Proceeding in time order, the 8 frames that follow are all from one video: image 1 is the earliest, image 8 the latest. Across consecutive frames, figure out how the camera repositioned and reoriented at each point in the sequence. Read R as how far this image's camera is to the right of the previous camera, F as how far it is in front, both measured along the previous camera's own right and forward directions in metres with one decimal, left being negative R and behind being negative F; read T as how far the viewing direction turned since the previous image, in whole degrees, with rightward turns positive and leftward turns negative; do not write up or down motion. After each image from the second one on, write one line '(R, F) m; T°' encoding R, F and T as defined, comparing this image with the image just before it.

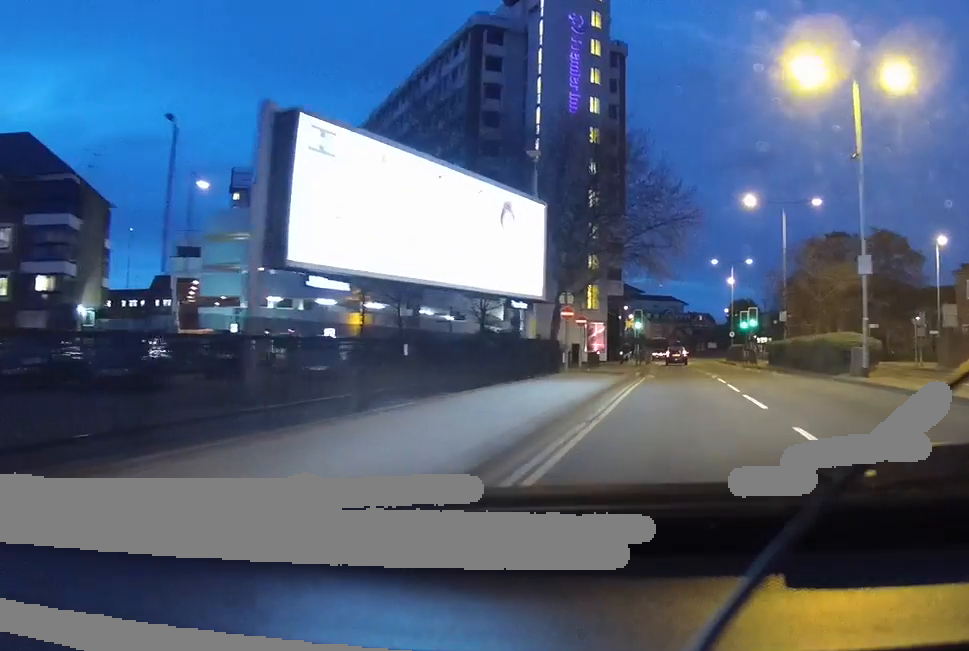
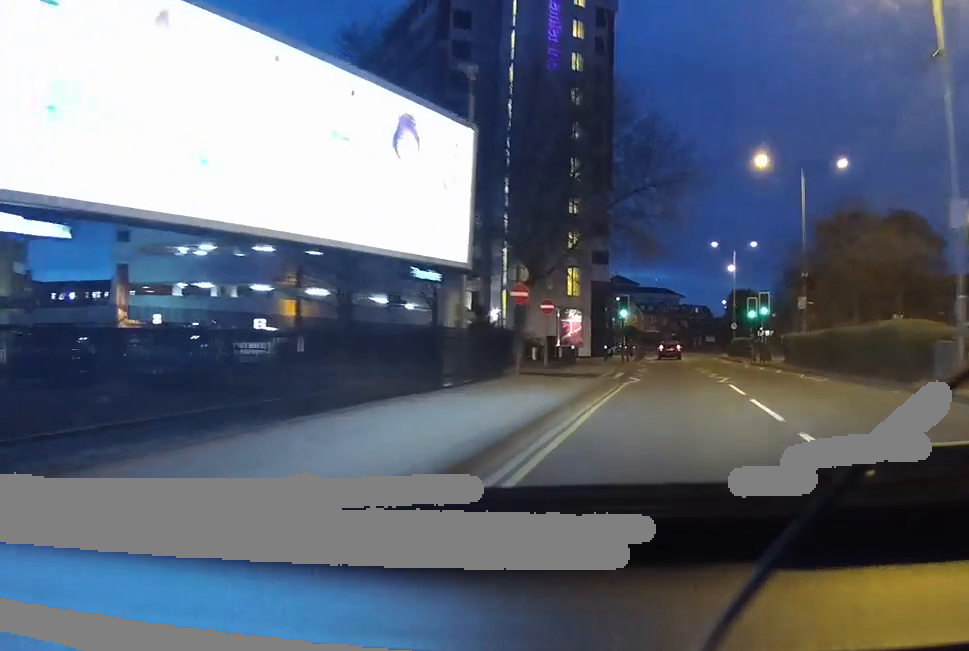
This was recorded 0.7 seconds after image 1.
(0.0, +9.1) m; 0°
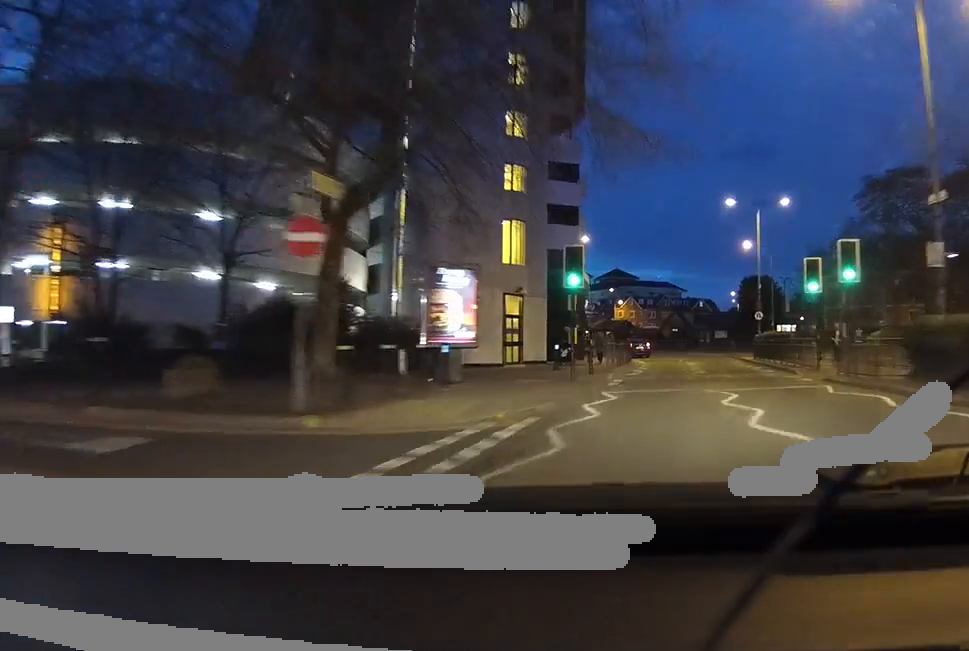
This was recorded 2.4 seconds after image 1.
(-0.2, +21.7) m; 0°
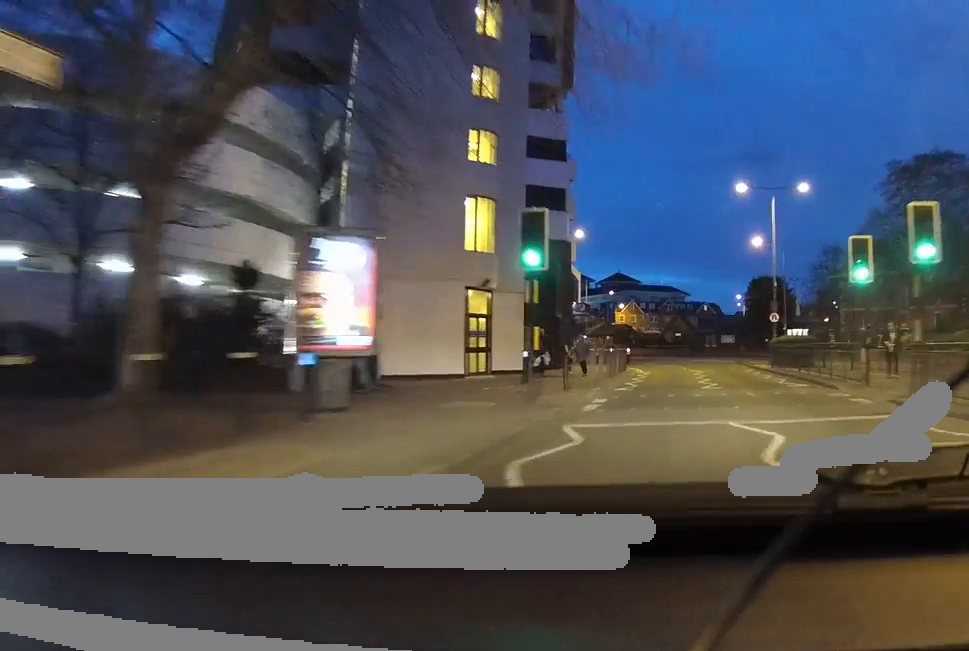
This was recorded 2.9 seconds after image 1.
(0.0, +6.9) m; 0°
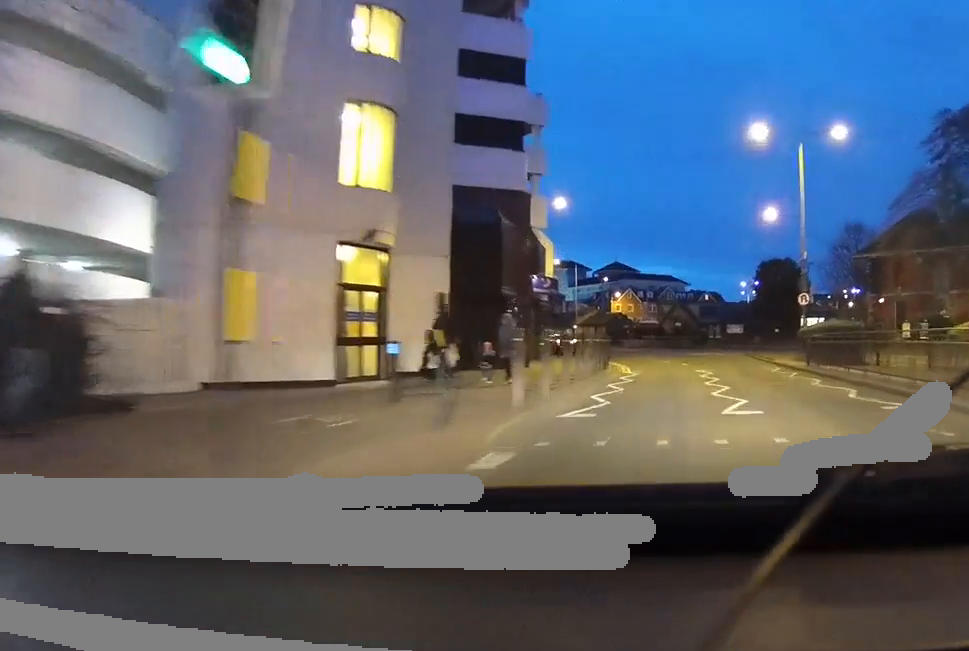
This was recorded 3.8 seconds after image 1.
(0.0, +11.3) m; 0°
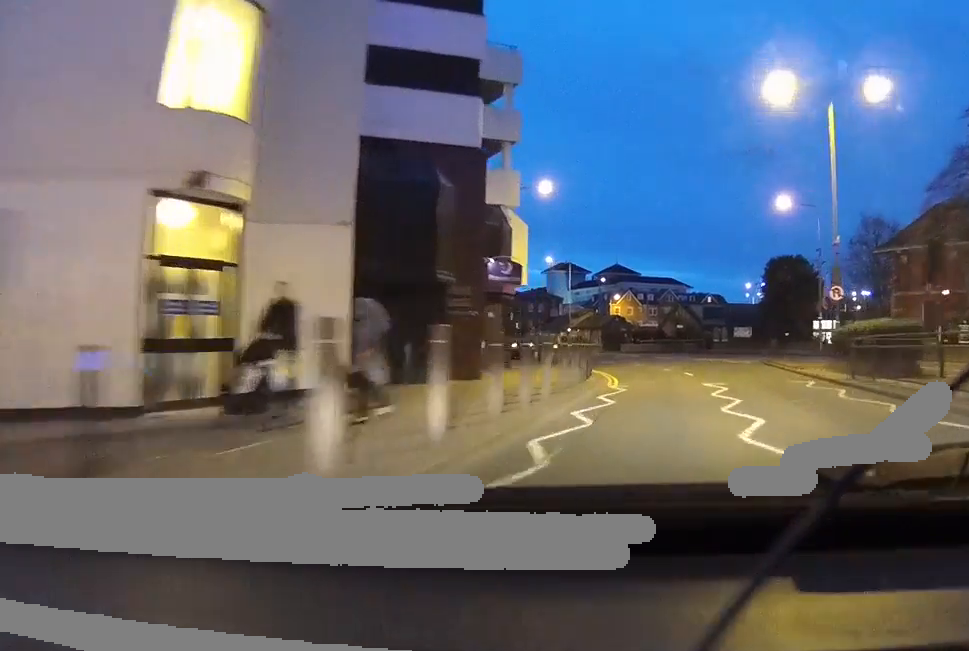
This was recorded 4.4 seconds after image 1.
(0.0, +7.4) m; -1°
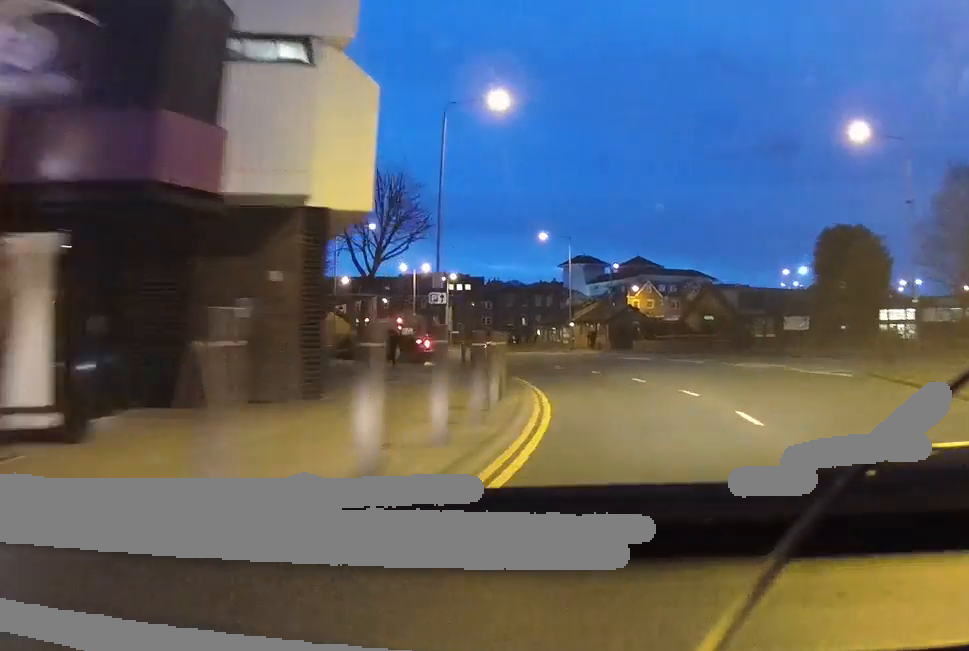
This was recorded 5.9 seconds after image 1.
(-1.3, +19.7) m; -9°
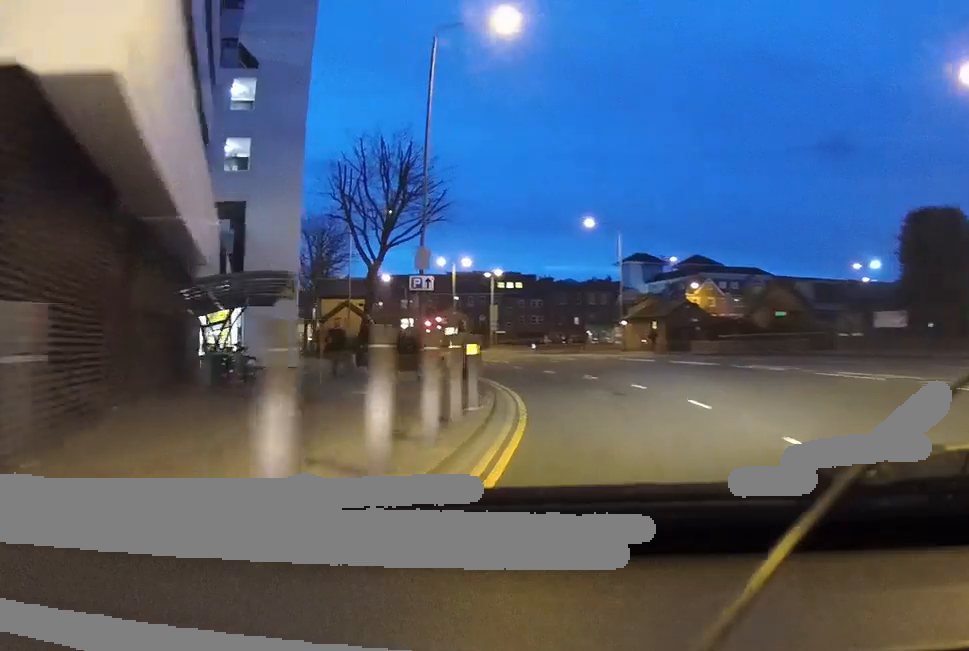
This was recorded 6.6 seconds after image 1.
(-0.7, +9.7) m; -4°
